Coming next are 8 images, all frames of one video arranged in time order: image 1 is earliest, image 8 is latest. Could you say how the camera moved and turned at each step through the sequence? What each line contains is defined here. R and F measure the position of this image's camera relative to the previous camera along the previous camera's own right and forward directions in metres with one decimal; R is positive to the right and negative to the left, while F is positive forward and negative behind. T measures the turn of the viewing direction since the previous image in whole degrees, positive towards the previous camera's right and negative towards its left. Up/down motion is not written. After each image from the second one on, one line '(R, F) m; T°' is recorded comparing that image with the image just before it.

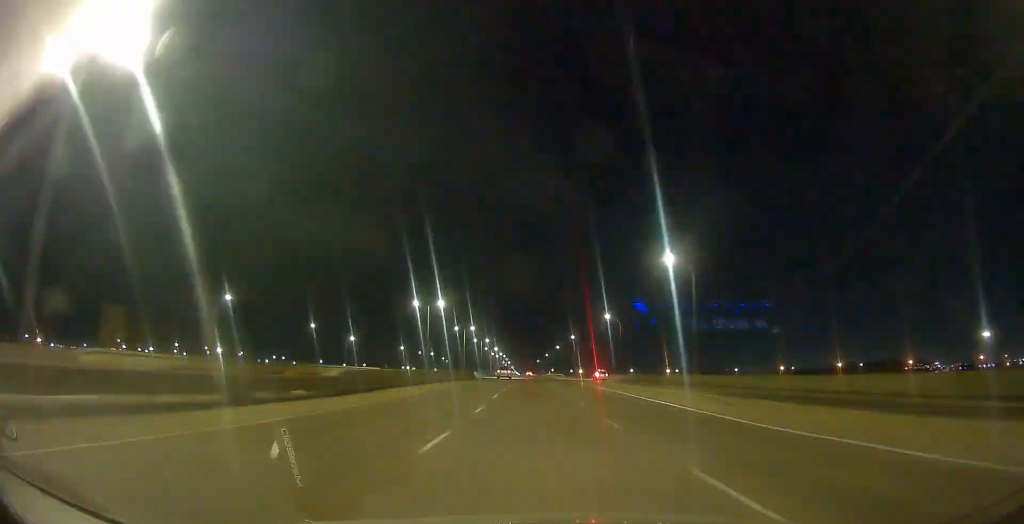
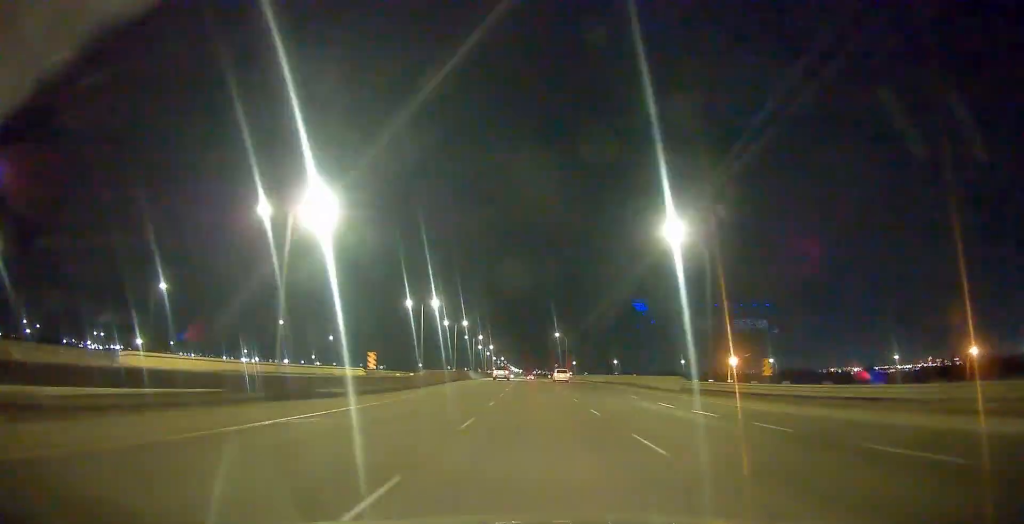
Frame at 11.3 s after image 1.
(+0.3, +326.6) m; 0°
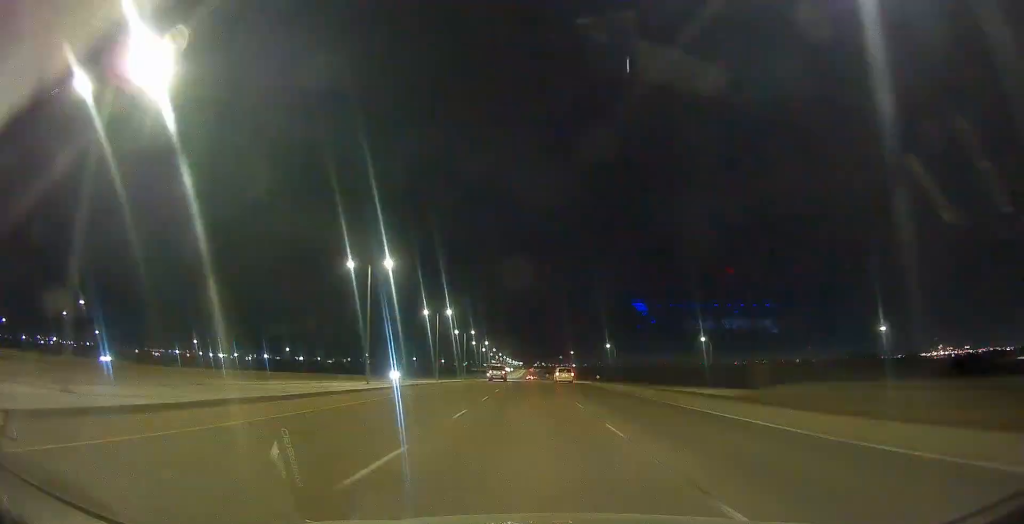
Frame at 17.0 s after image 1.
(+0.1, +168.3) m; 0°
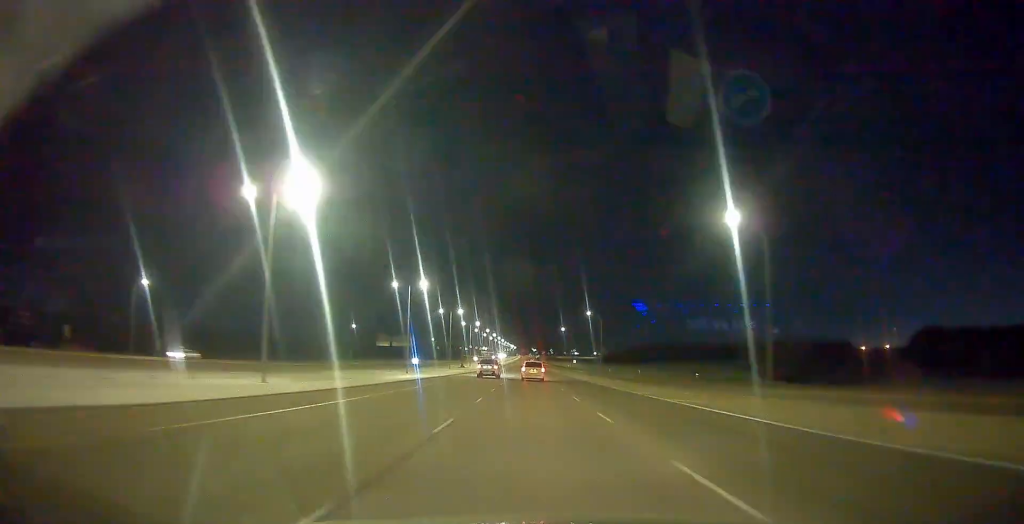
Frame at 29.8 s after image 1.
(+0.2, +373.8) m; 0°
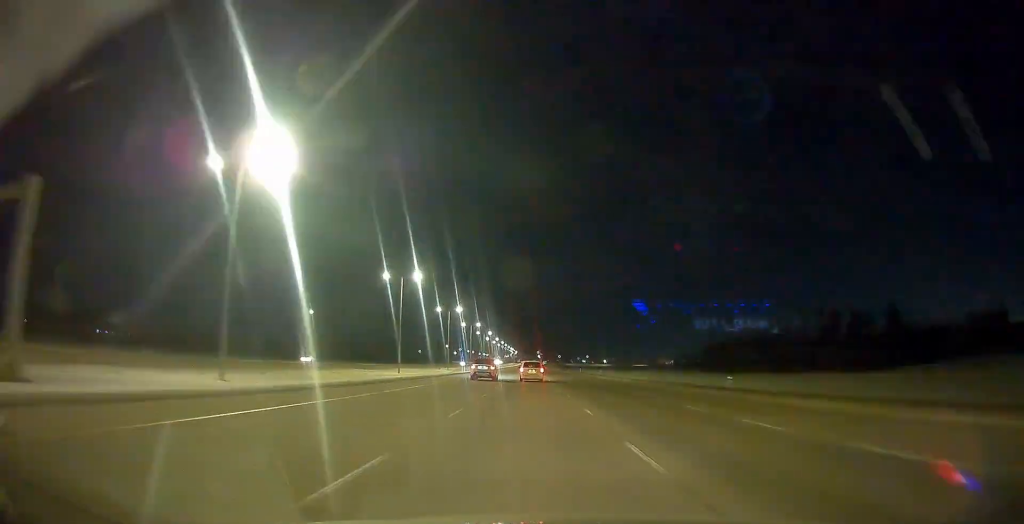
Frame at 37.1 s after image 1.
(+0.1, +215.6) m; 0°
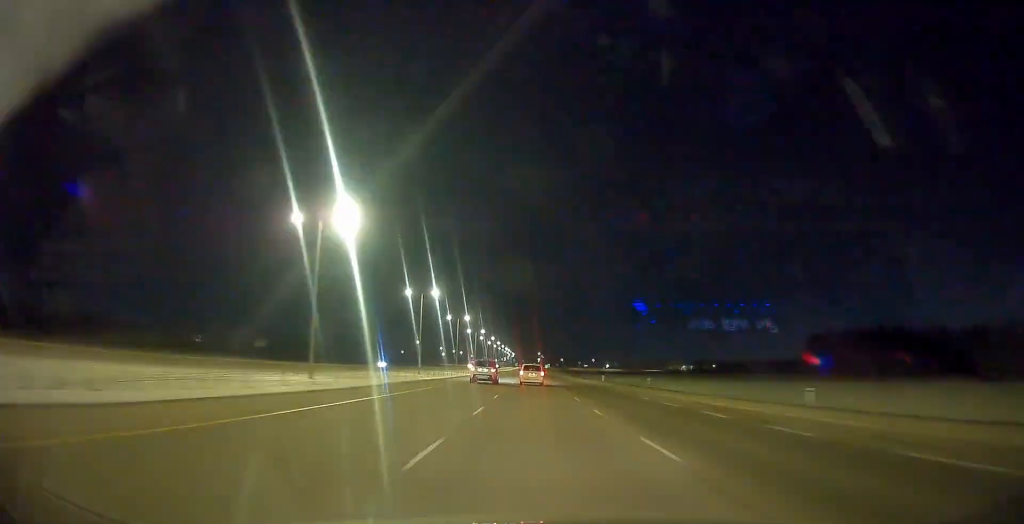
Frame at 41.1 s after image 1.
(+0.1, +116.3) m; 0°
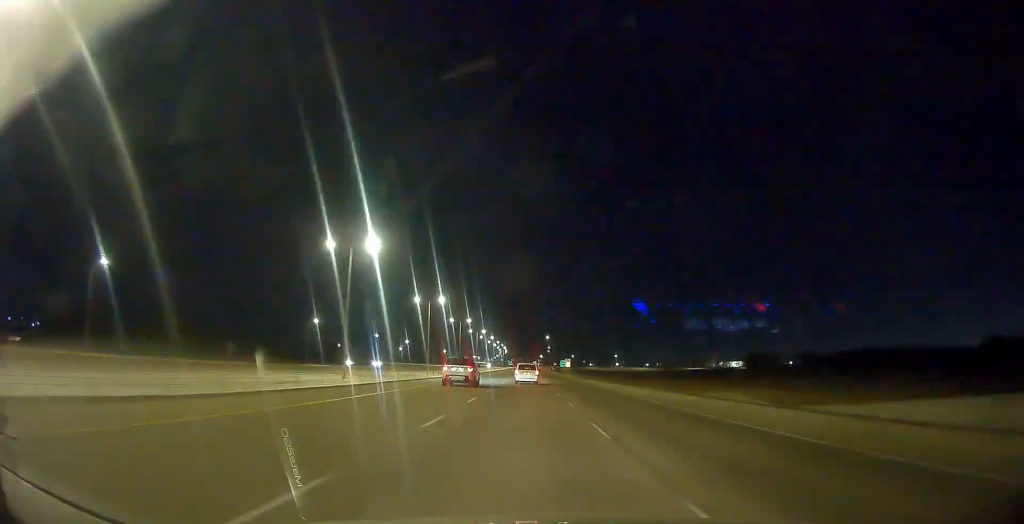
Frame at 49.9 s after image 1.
(+0.1, +257.7) m; 0°
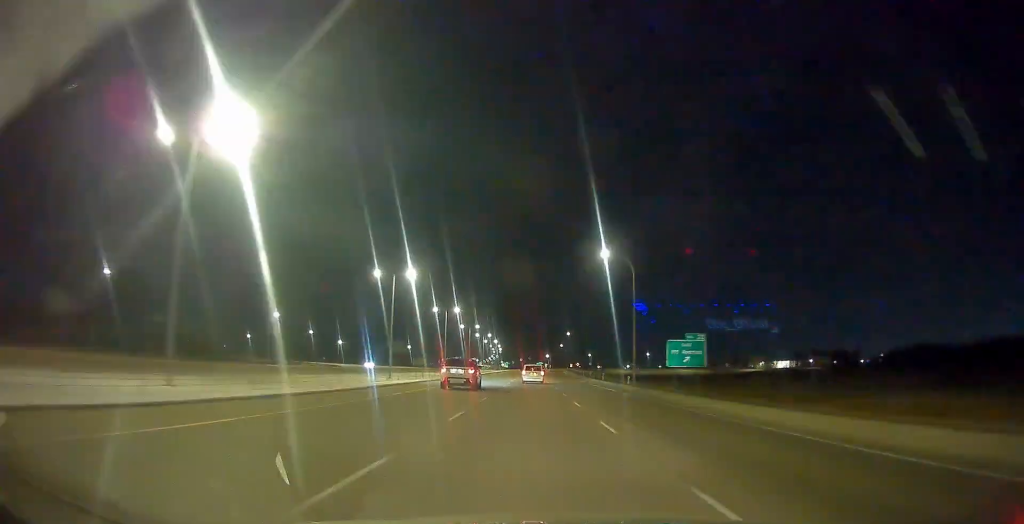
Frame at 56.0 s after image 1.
(+0.4, +177.4) m; 0°
